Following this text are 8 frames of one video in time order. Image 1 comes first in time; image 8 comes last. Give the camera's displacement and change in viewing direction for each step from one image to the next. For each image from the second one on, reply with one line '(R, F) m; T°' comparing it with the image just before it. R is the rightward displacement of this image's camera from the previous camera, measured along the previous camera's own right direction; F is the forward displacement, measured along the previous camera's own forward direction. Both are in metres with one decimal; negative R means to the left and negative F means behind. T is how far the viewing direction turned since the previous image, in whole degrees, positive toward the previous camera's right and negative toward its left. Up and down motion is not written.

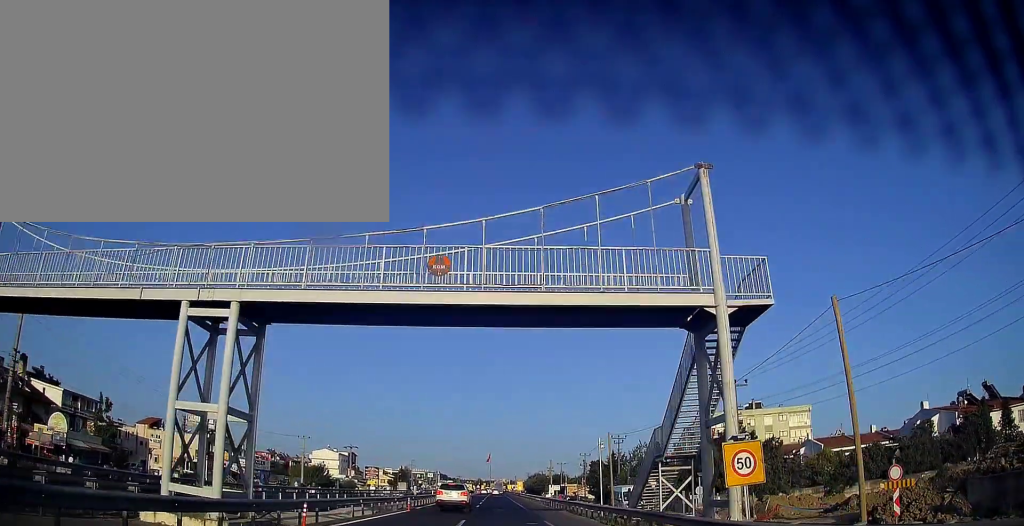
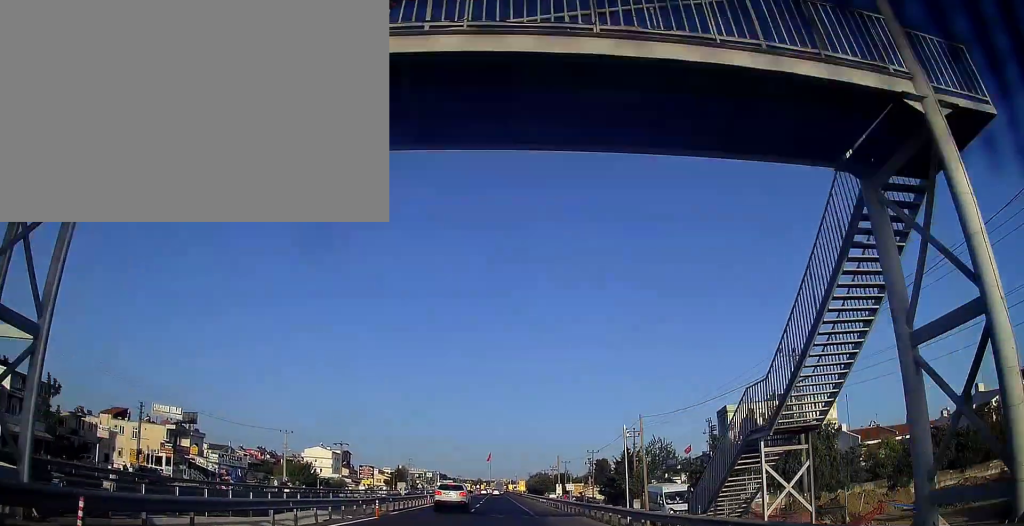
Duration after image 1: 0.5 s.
(+0.2, +9.2) m; 0°
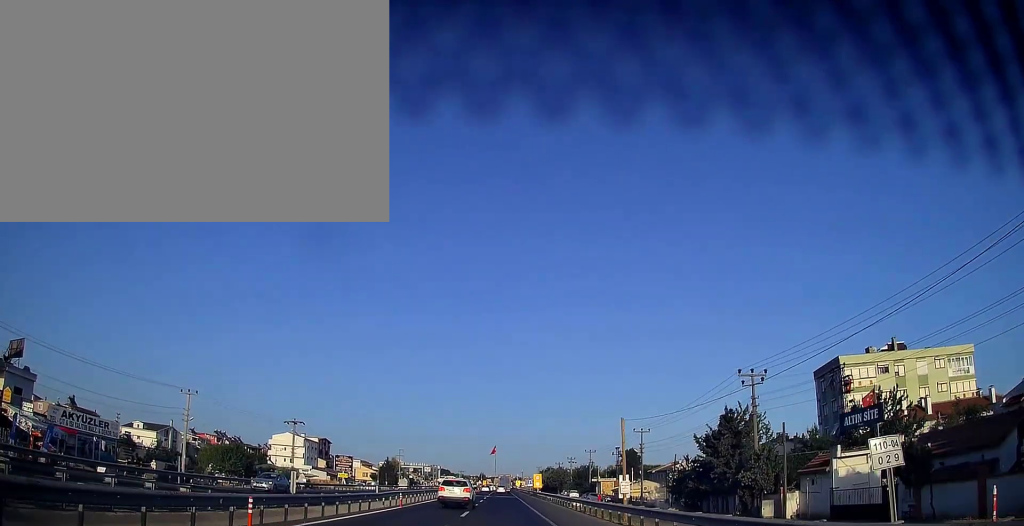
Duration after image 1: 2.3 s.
(-0.5, +32.2) m; 0°
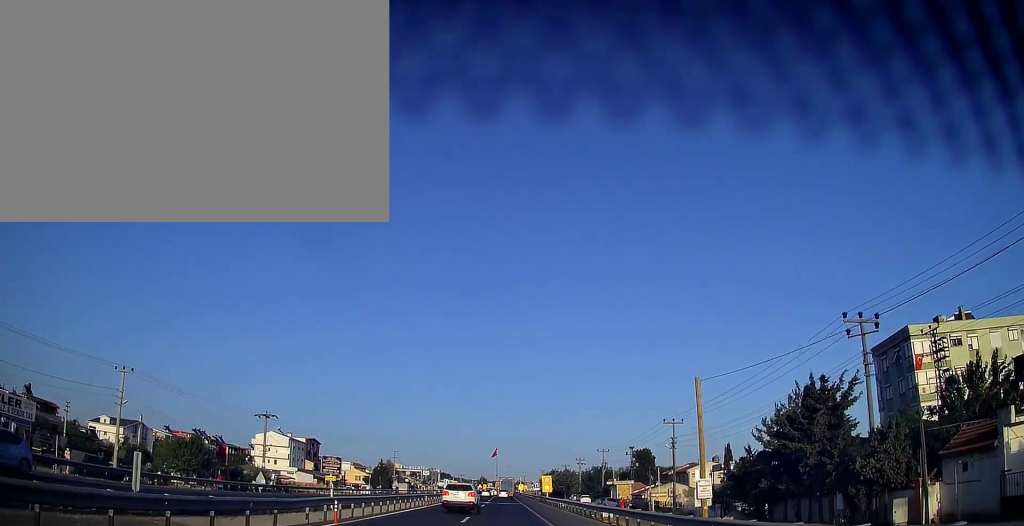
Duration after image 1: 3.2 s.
(+0.1, +12.9) m; 0°
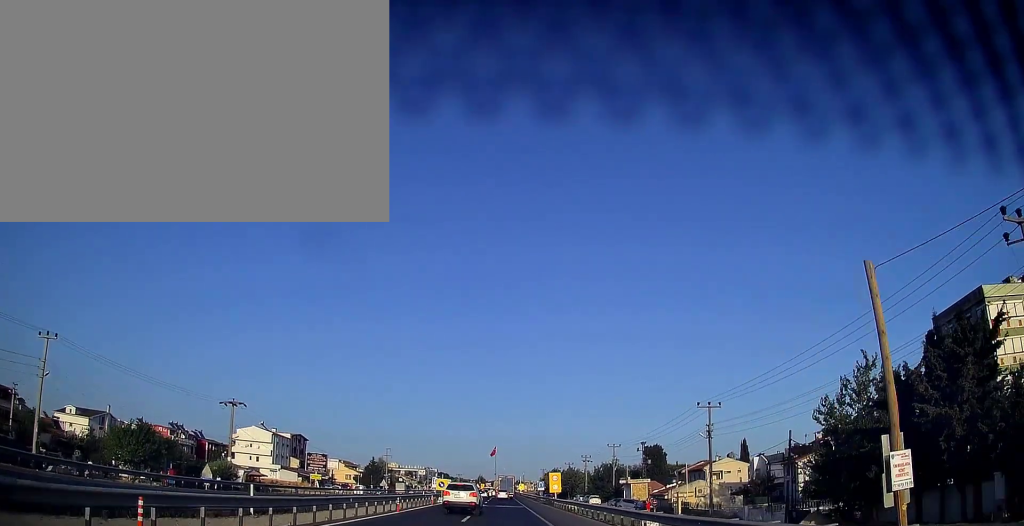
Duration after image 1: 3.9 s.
(0.0, +9.9) m; 0°
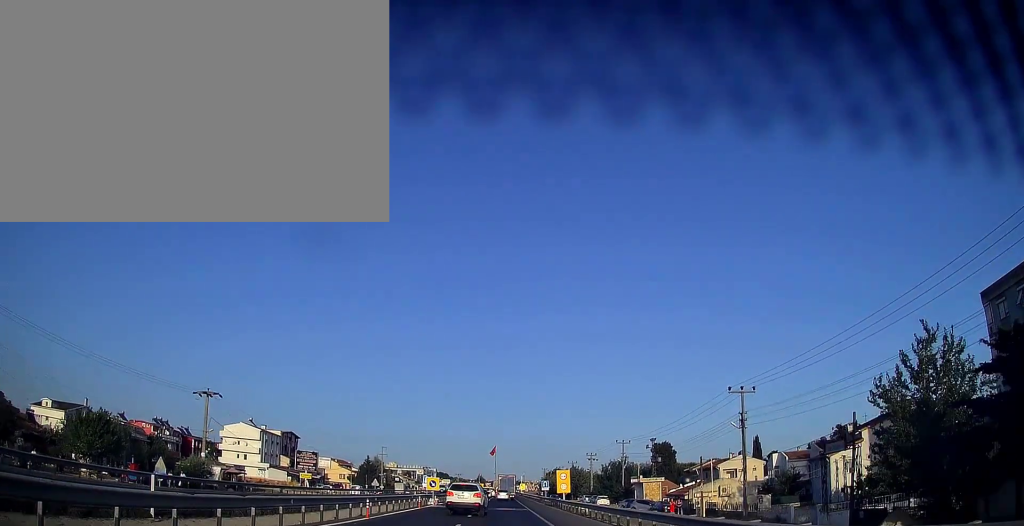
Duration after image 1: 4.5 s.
(-0.1, +7.2) m; 0°
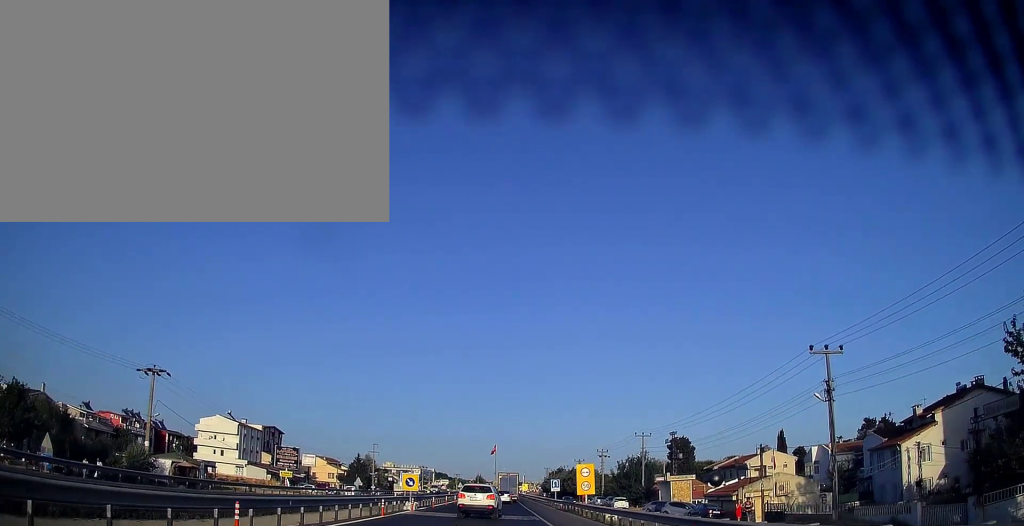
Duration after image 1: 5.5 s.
(+0.2, +10.9) m; 0°
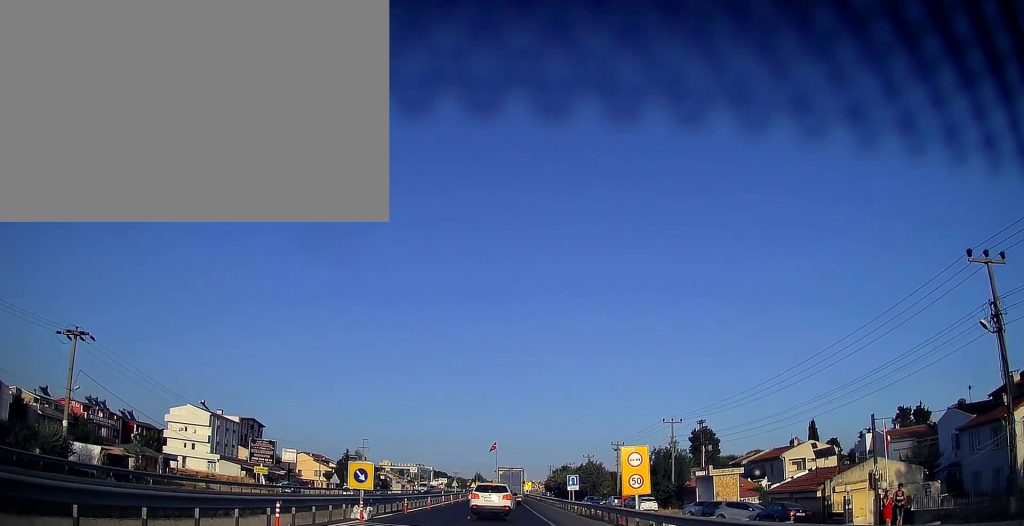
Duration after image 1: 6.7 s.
(-0.1, +11.9) m; 0°
